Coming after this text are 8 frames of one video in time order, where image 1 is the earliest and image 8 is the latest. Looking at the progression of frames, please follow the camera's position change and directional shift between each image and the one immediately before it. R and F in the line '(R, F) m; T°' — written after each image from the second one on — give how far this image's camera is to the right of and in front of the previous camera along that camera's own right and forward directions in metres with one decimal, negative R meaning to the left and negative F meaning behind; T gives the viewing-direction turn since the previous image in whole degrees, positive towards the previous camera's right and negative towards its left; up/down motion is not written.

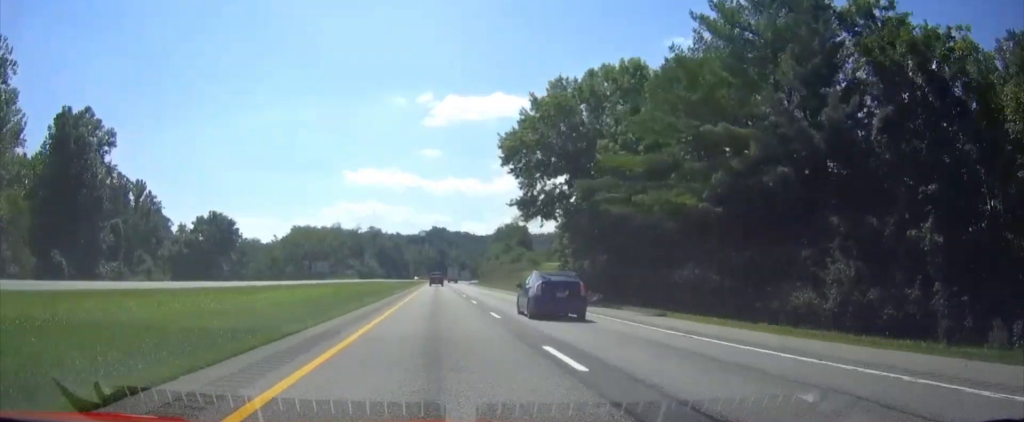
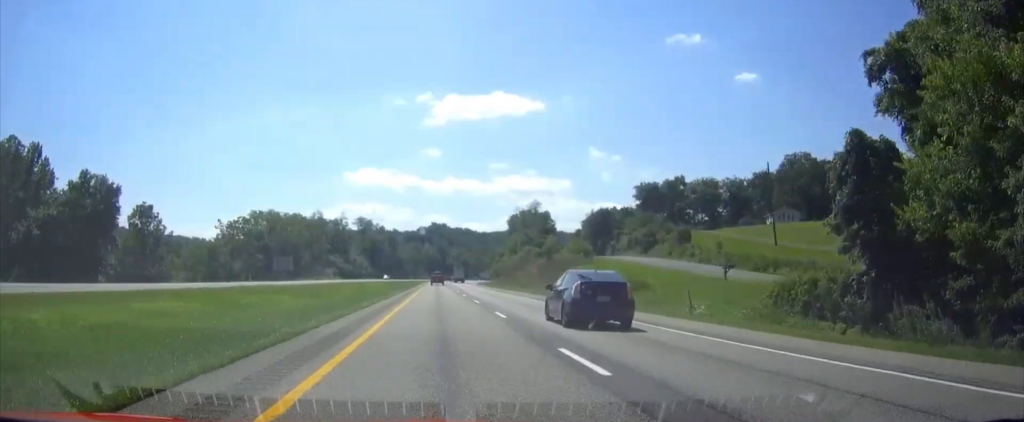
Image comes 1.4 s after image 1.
(-0.1, +48.6) m; 0°
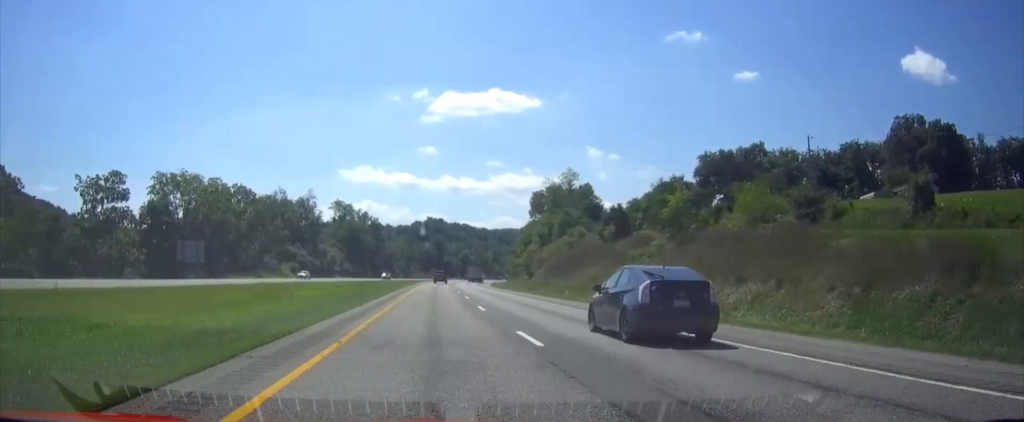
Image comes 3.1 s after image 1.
(+0.2, +57.8) m; 0°
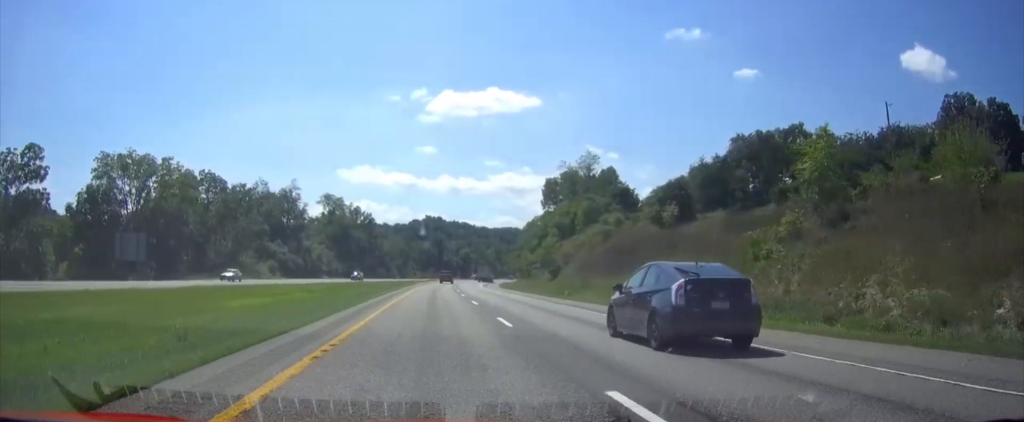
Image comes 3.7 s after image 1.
(0.0, +20.4) m; 0°
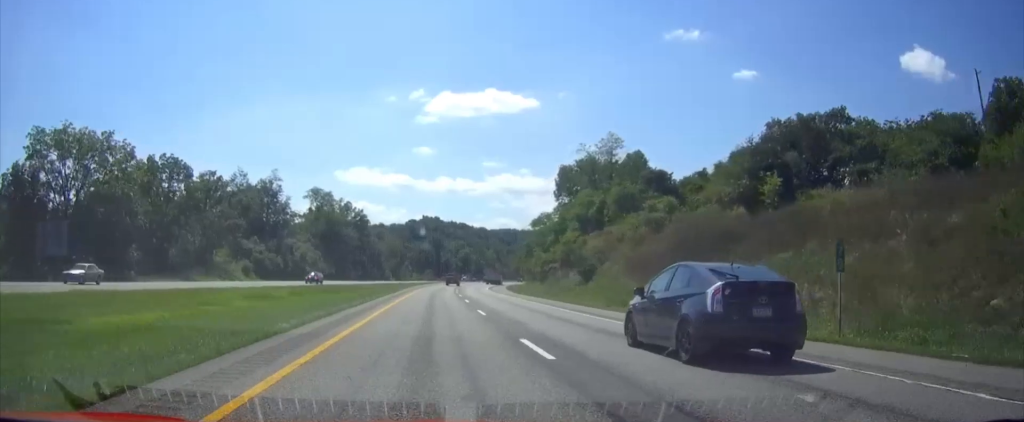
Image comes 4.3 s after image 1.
(0.0, +18.2) m; 0°
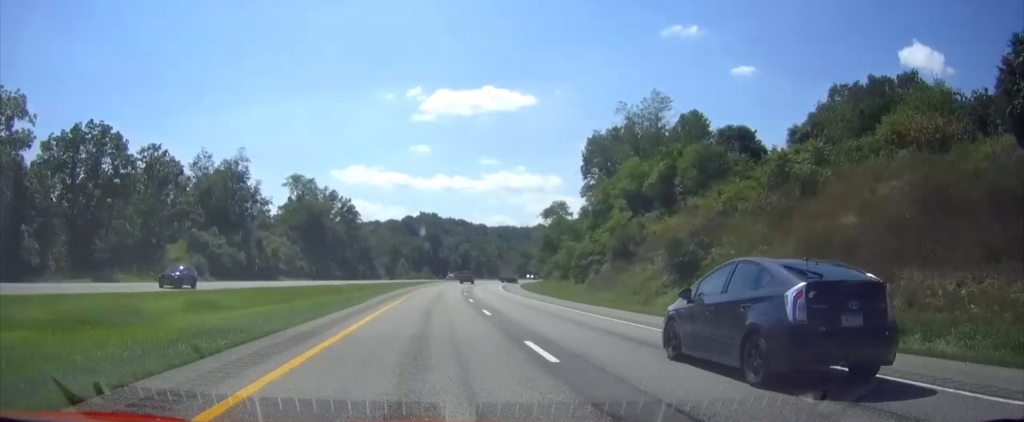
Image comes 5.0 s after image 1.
(0.0, +25.0) m; 0°
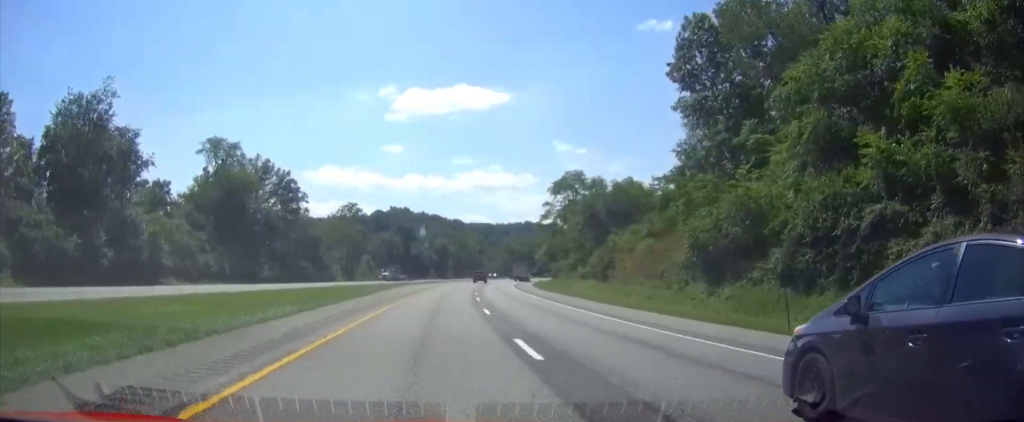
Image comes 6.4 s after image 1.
(+0.5, +48.7) m; +2°
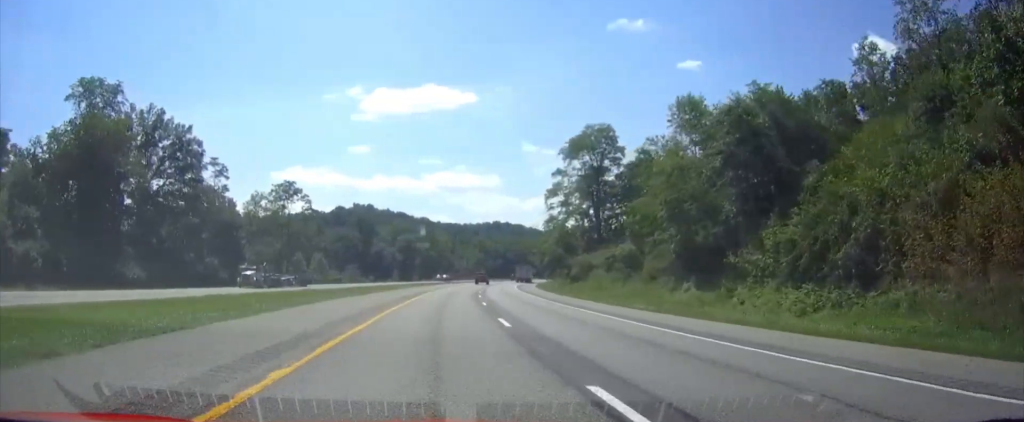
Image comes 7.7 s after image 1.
(+0.8, +41.9) m; +2°
